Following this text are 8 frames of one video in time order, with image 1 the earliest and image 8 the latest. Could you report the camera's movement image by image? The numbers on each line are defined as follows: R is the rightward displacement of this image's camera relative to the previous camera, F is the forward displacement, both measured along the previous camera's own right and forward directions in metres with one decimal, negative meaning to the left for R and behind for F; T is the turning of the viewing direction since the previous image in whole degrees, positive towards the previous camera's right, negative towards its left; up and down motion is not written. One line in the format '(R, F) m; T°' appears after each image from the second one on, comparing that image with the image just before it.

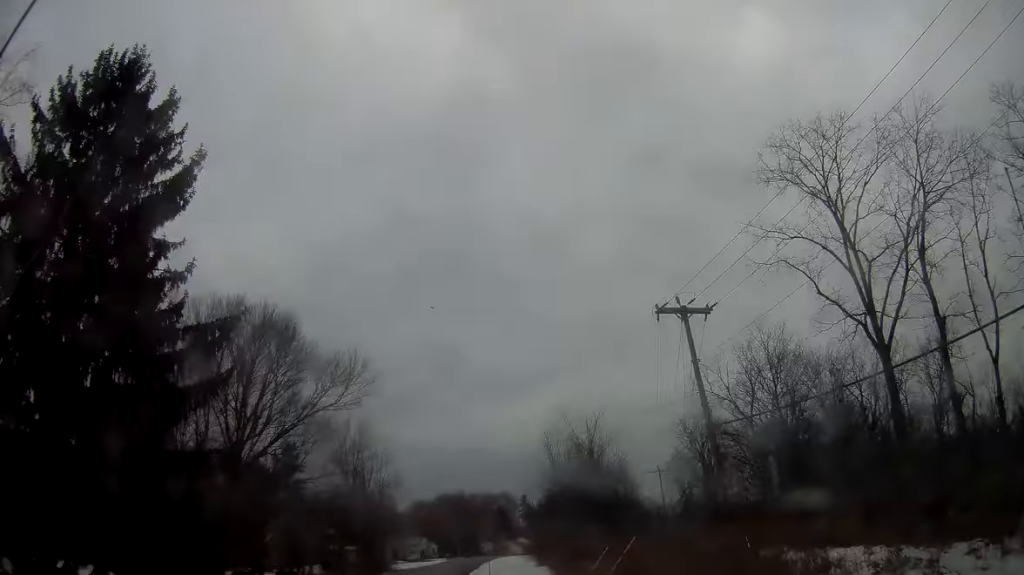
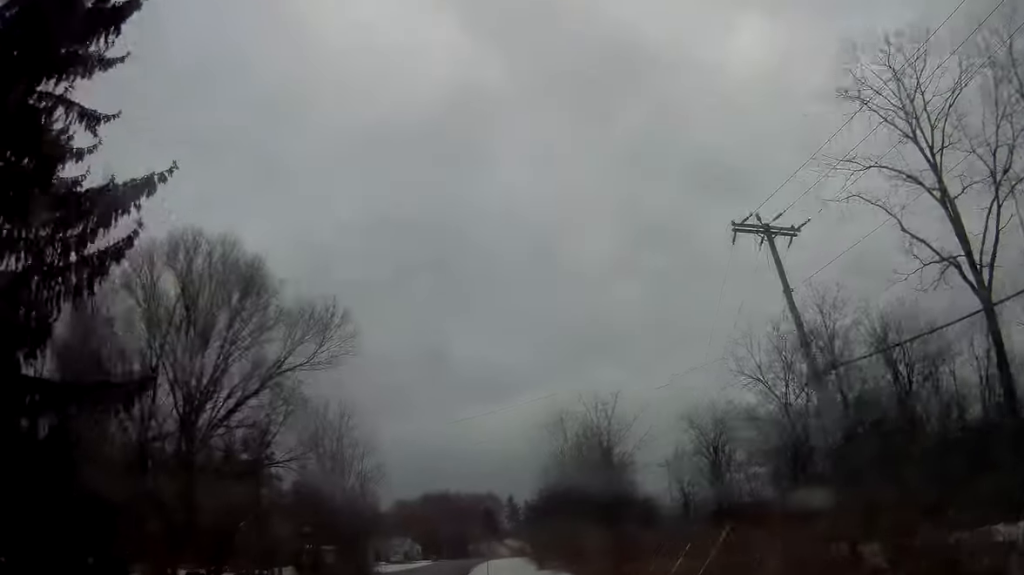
(-0.1, +7.6) m; +1°
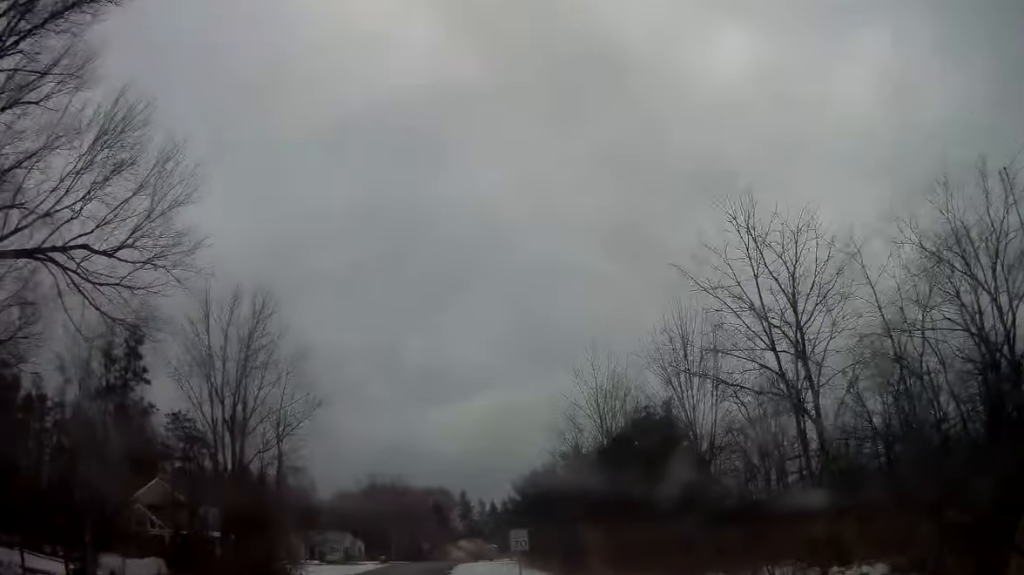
(+1.6, +25.4) m; +7°
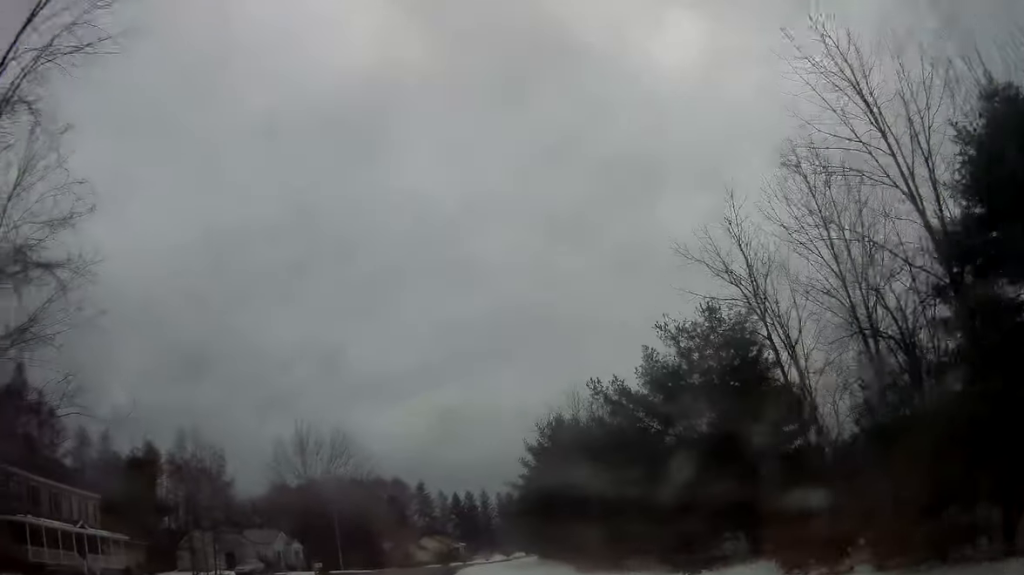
(+1.2, +30.9) m; +4°
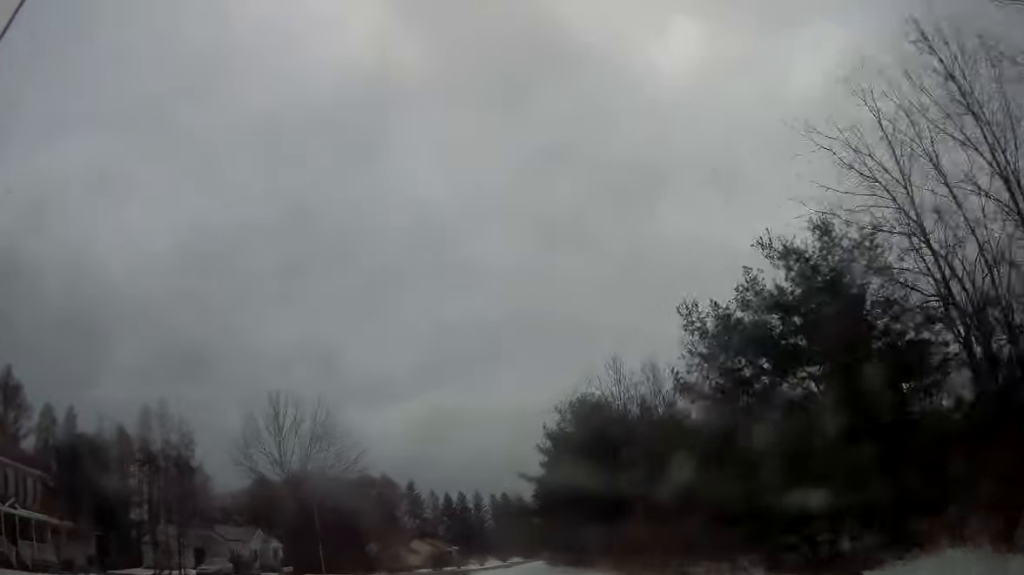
(+0.1, +8.6) m; +1°
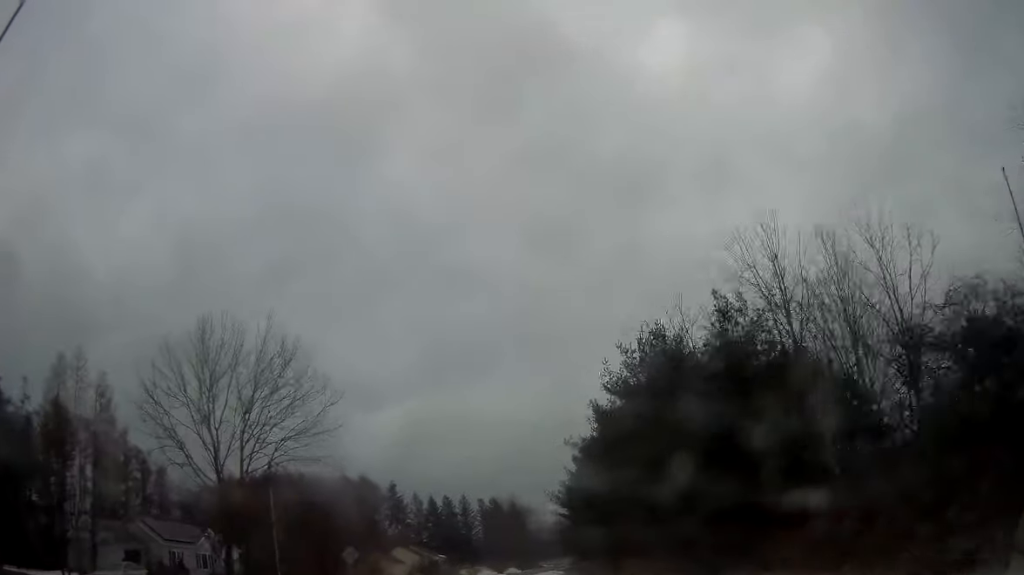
(+0.5, +15.6) m; +3°
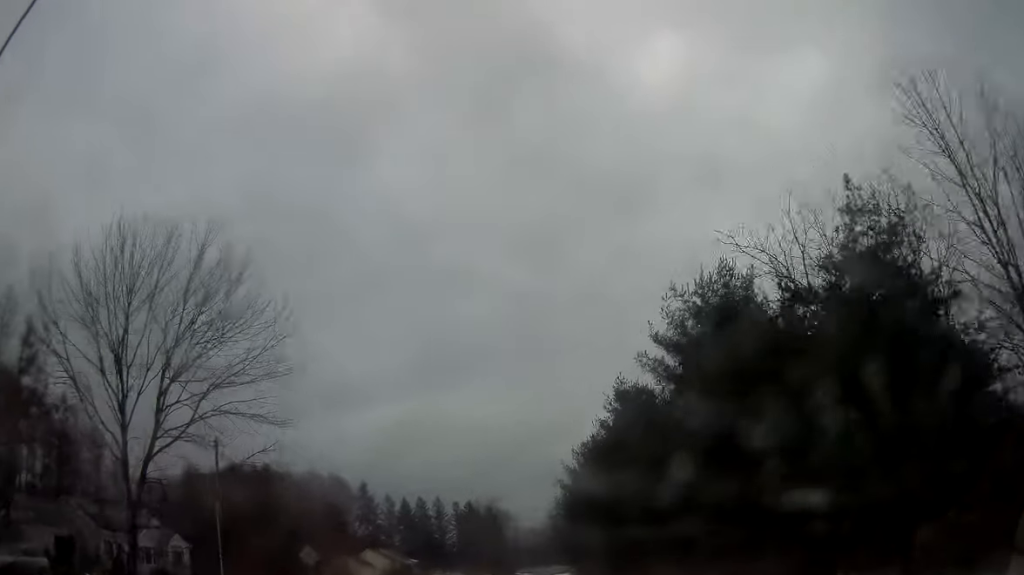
(0.0, +8.6) m; +2°
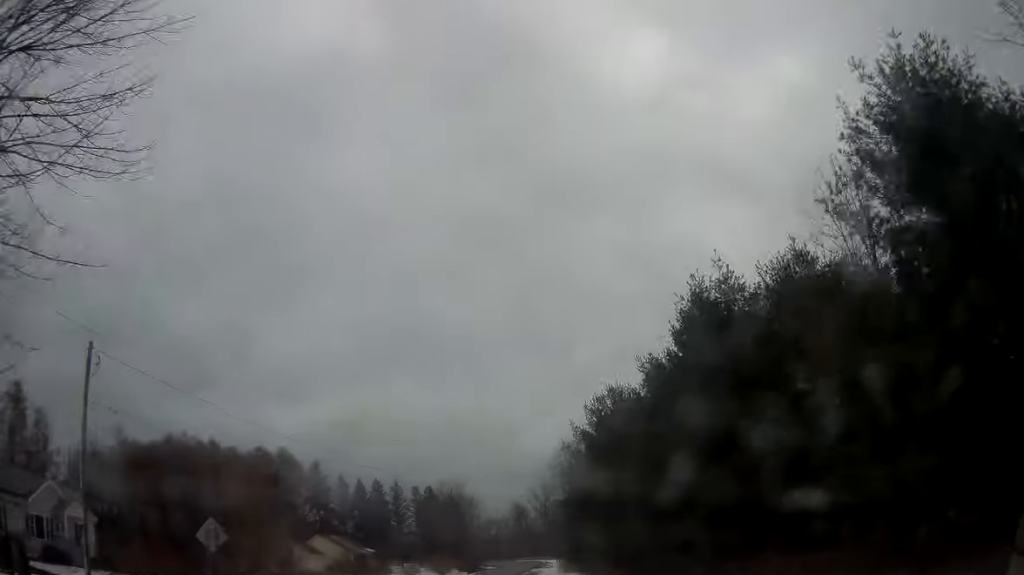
(+0.3, +13.5) m; +4°
